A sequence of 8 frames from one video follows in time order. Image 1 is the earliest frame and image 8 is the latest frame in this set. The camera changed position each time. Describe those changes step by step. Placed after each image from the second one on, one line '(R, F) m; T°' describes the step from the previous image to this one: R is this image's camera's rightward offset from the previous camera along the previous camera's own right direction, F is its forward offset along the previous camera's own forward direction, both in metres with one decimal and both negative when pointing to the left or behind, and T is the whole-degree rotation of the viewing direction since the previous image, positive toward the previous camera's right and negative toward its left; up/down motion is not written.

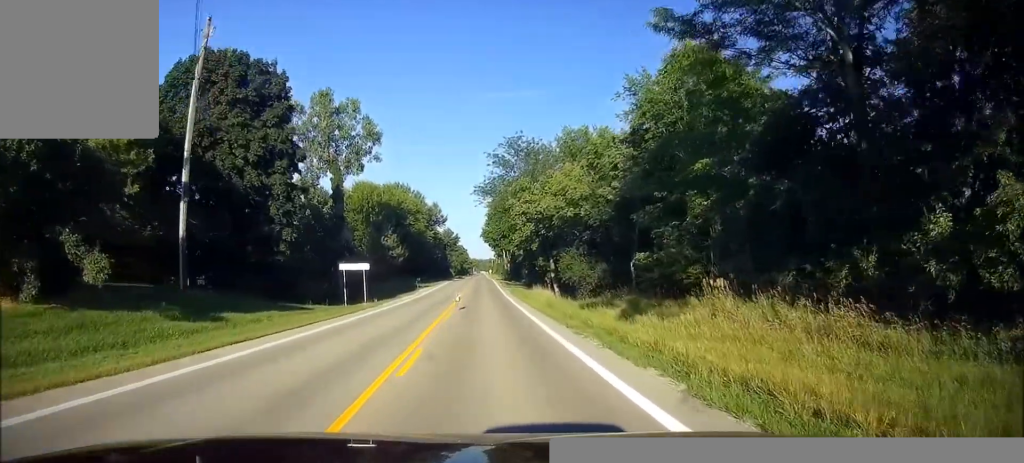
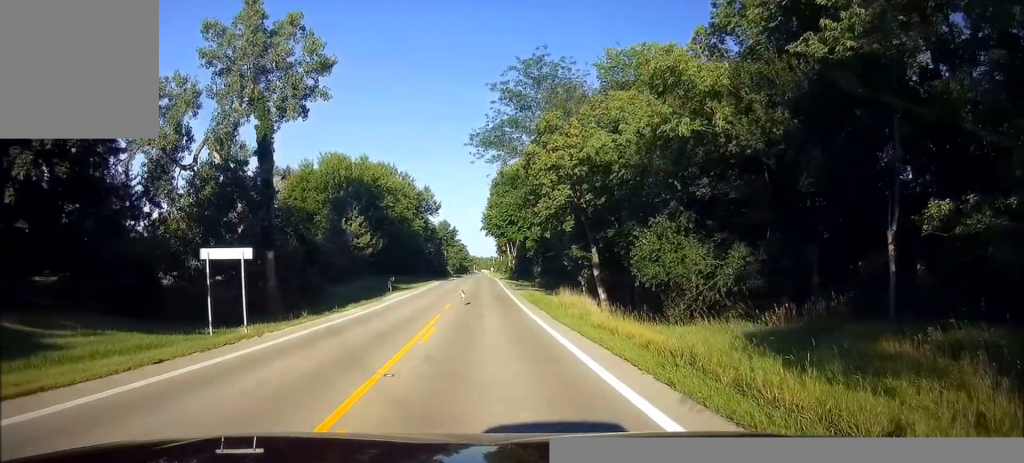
(-0.1, +20.2) m; -3°
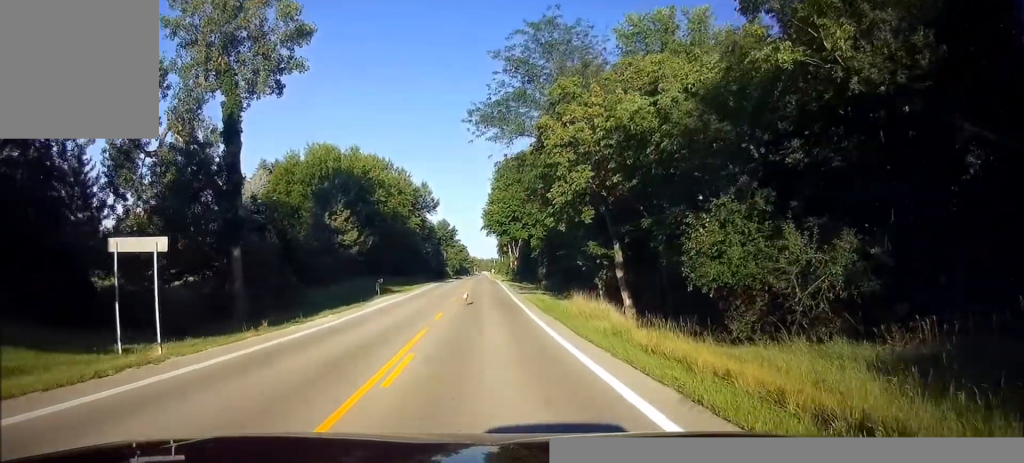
(-0.2, +5.5) m; -1°
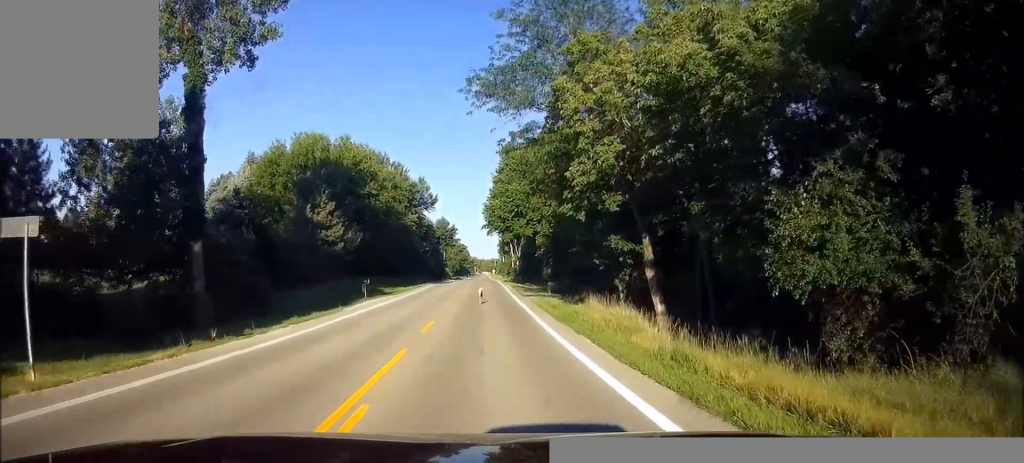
(-0.1, +4.8) m; 0°
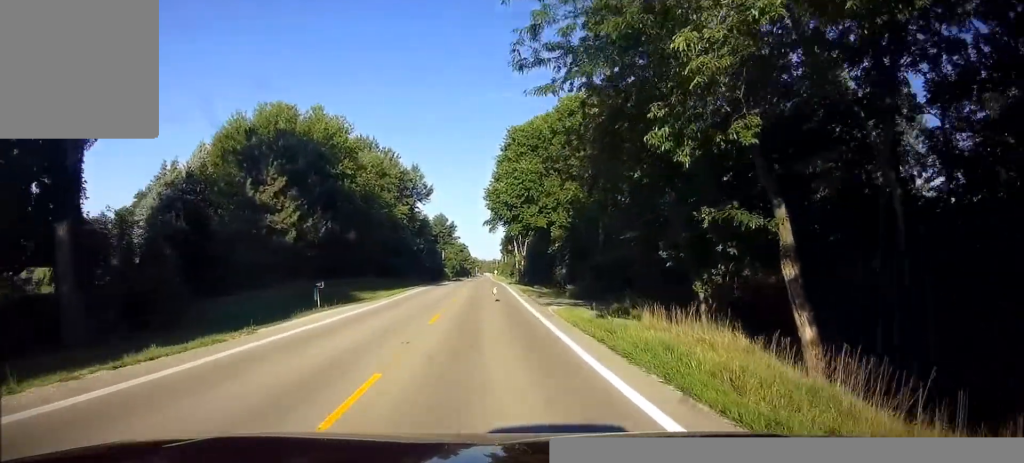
(+0.2, +10.4) m; +2°
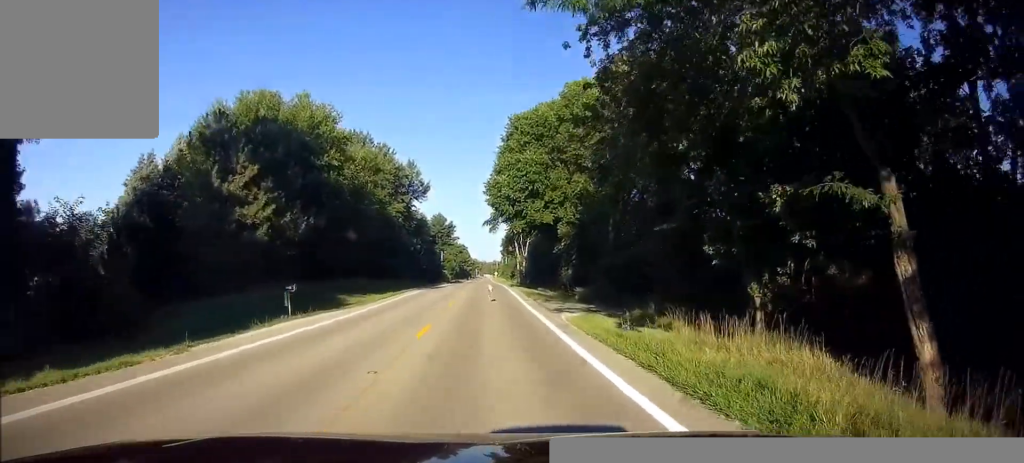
(0.0, +3.9) m; 0°
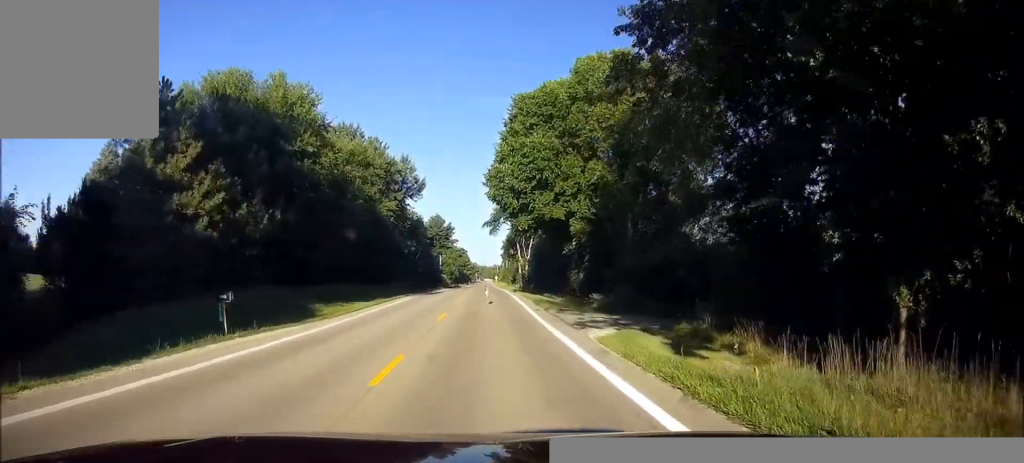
(0.0, +5.7) m; +1°
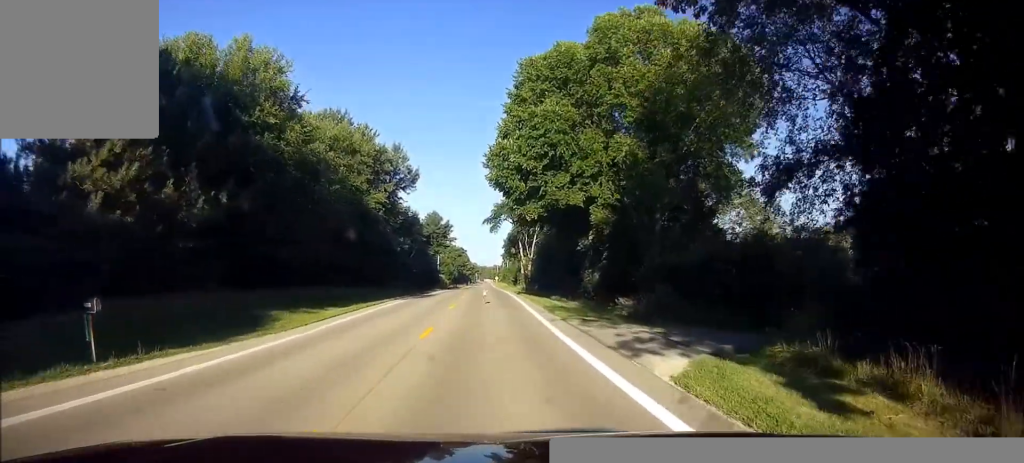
(0.0, +6.3) m; +1°
